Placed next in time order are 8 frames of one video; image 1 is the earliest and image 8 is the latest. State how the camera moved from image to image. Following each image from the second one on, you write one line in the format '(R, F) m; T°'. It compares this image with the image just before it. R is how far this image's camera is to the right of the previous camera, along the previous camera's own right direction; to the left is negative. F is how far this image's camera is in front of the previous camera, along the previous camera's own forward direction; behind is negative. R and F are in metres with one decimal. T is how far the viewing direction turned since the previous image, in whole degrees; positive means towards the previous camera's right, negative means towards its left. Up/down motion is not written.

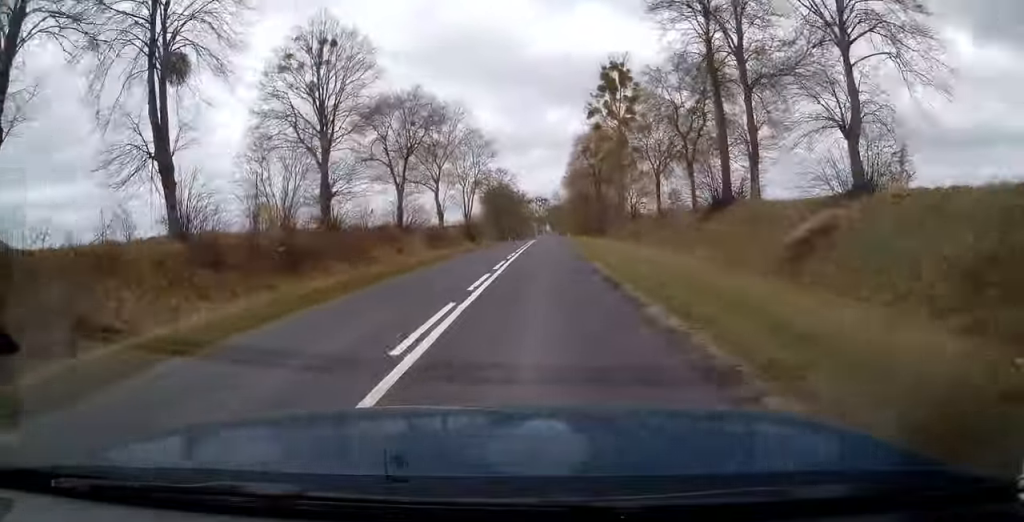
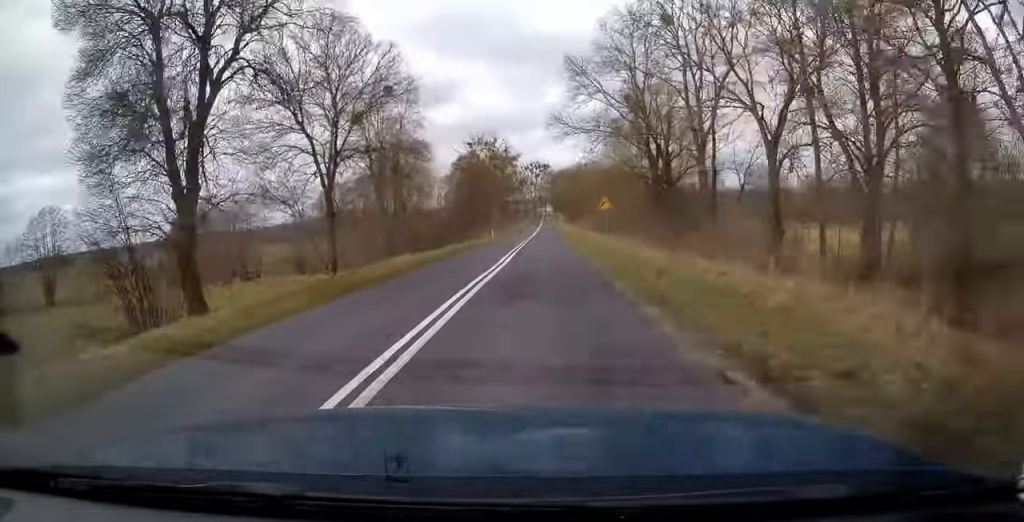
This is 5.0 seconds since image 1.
(+0.1, +126.7) m; 0°
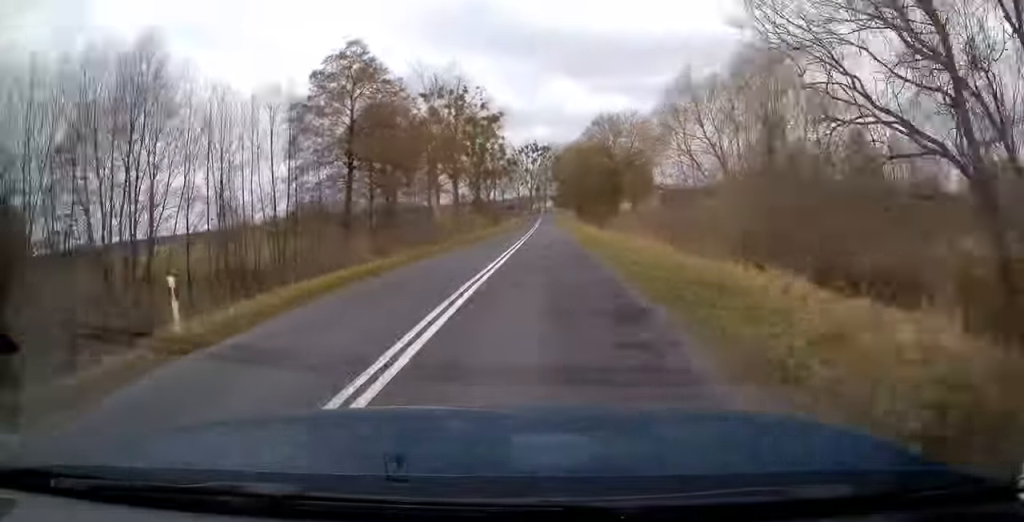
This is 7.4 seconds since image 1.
(+0.1, +60.1) m; 0°
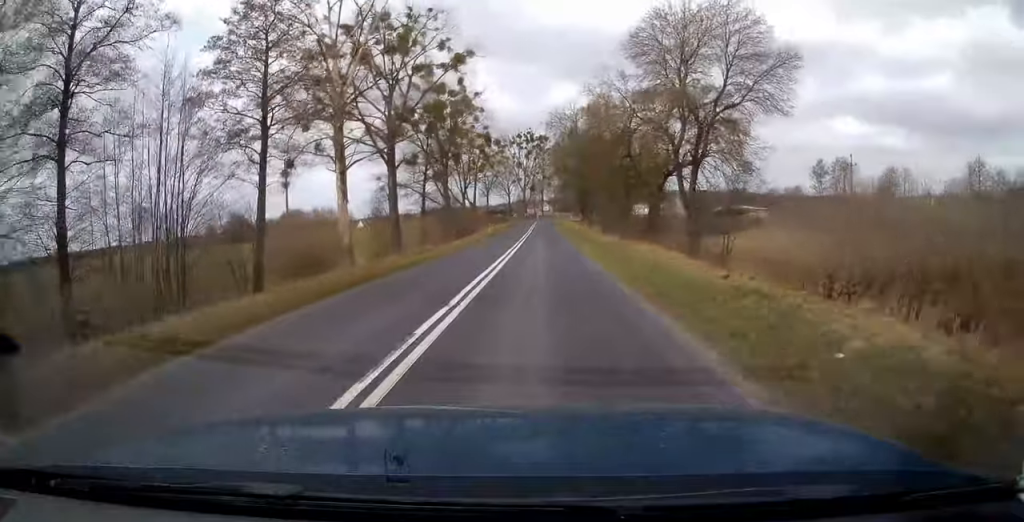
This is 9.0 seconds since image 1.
(0.0, +40.1) m; 0°
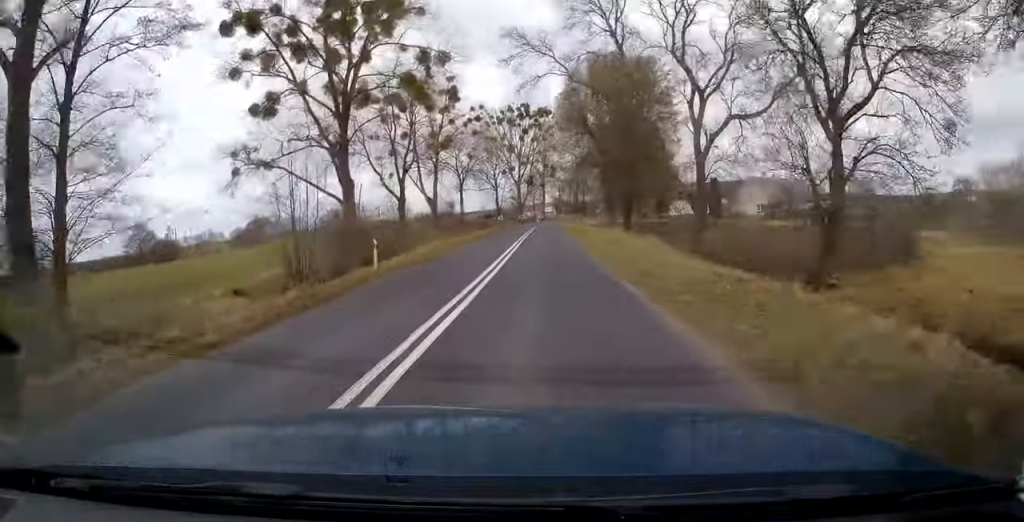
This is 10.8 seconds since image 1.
(-0.2, +46.8) m; 0°
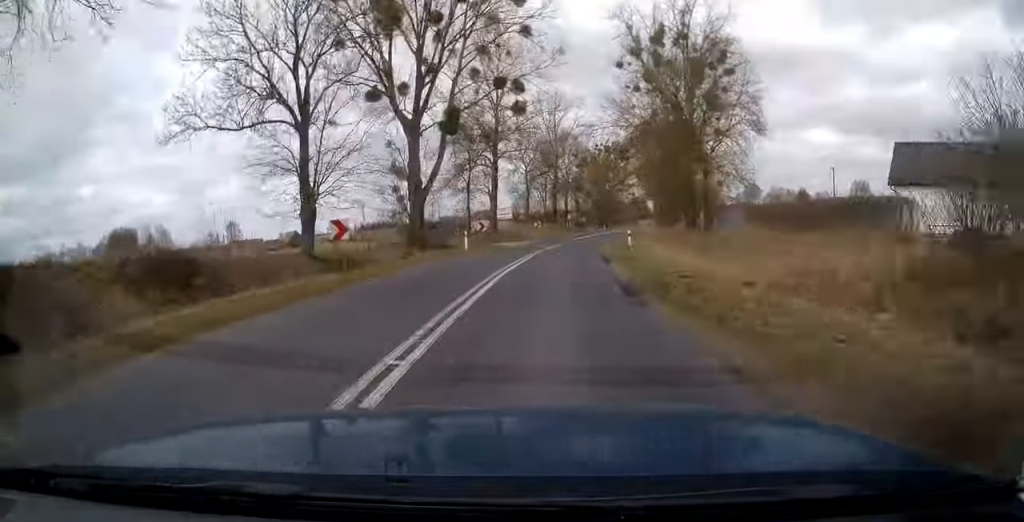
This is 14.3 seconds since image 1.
(+2.1, +85.3) m; +6°
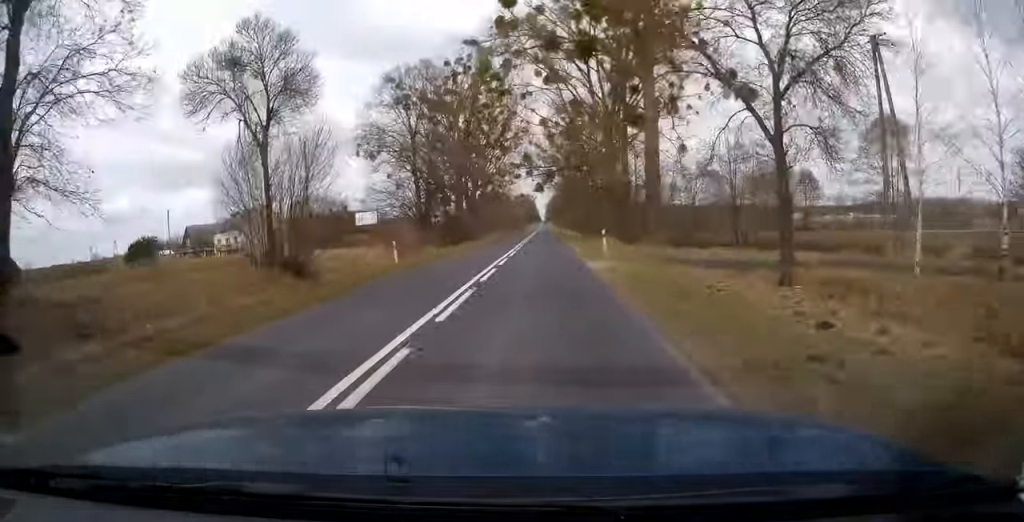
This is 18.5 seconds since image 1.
(+10.7, +106.4) m; +9°
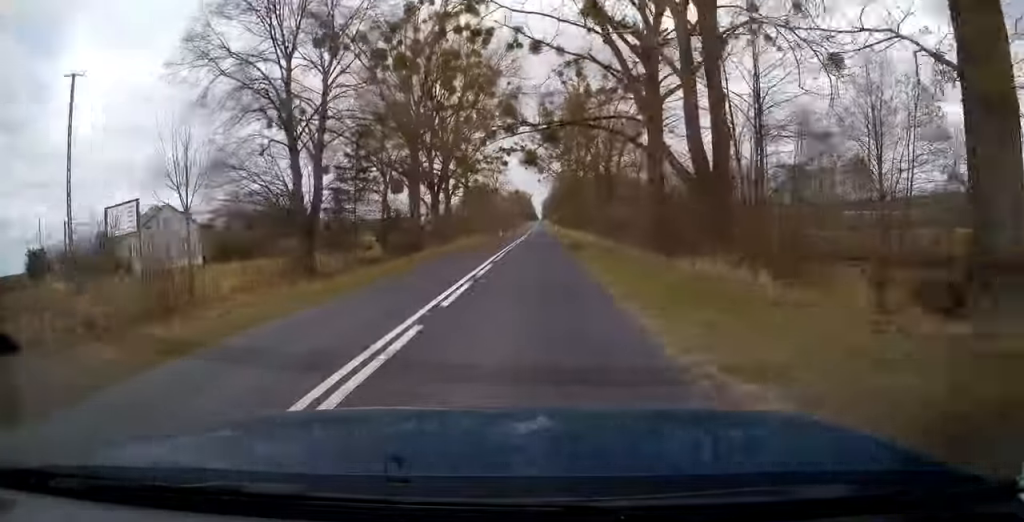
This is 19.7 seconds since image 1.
(+0.3, +29.4) m; 0°
